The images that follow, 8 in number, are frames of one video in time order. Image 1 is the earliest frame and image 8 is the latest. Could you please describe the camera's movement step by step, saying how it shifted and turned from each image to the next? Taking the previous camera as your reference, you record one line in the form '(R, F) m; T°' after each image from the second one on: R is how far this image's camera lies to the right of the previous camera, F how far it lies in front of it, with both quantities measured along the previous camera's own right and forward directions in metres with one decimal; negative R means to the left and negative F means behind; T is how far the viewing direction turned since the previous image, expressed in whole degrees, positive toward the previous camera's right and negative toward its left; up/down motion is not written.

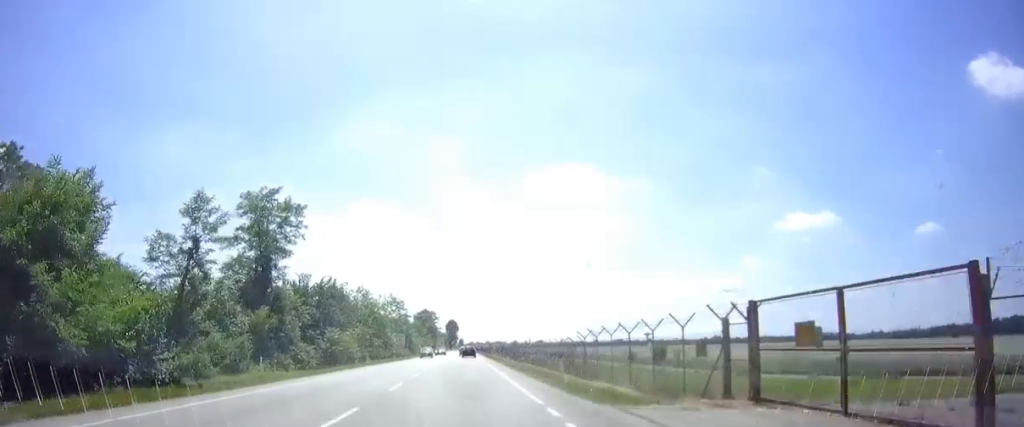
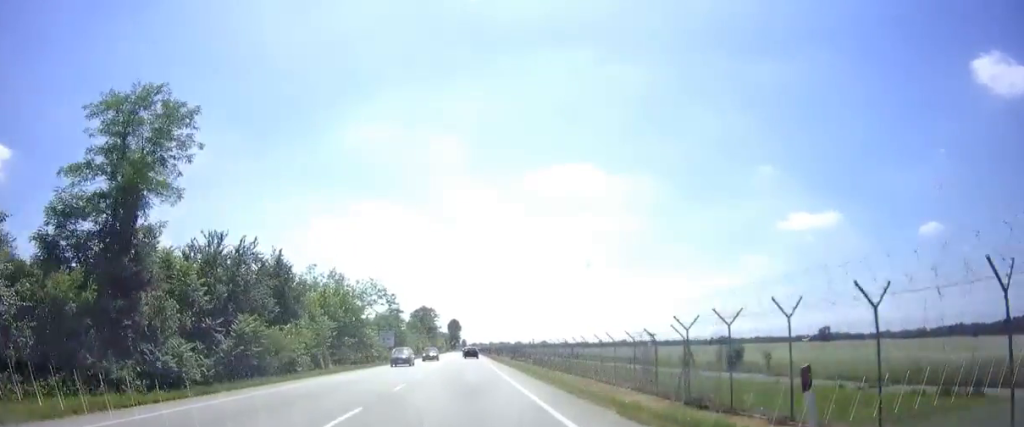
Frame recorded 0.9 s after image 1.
(-0.1, +16.2) m; -1°
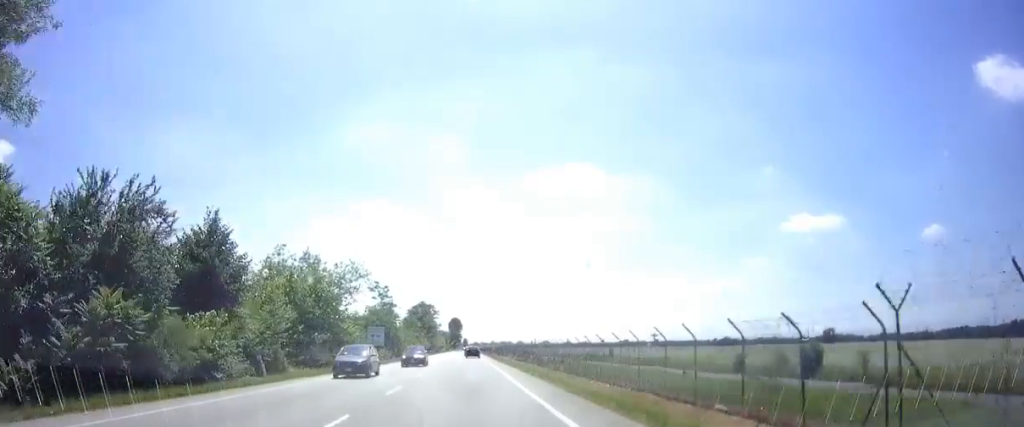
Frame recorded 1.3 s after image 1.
(-0.2, +8.7) m; 0°
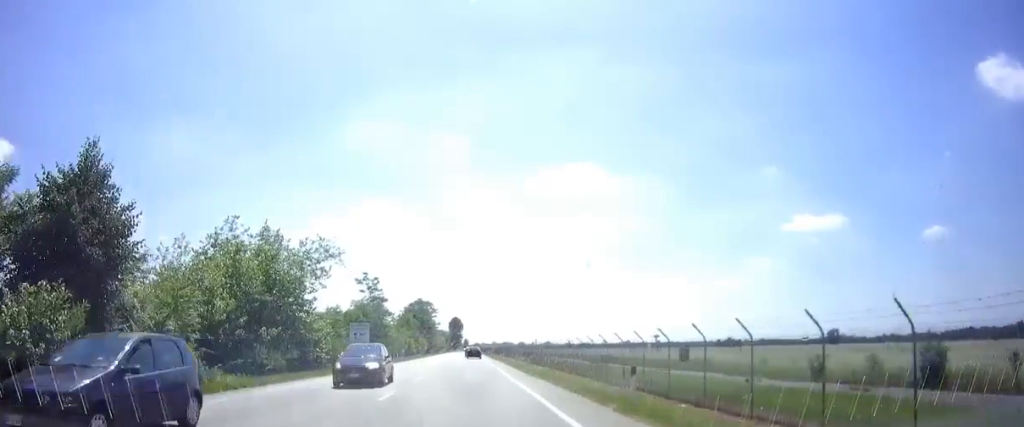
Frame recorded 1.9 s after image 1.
(0.0, +10.0) m; 0°
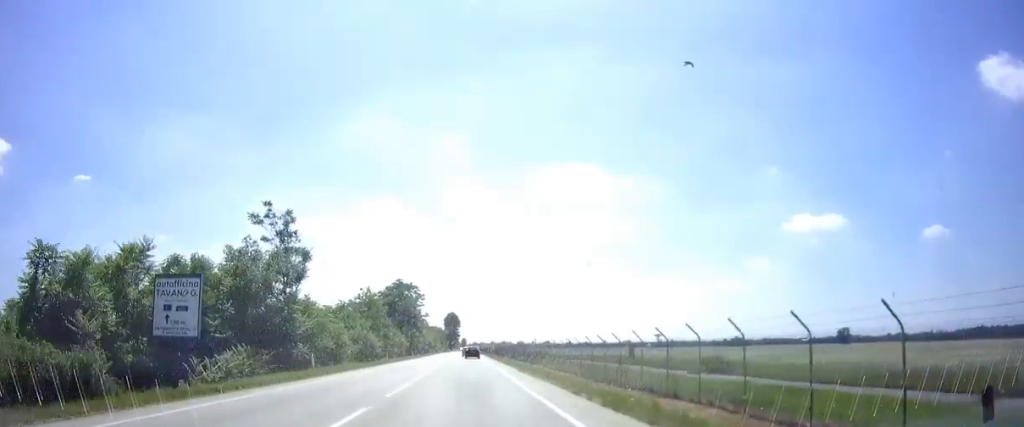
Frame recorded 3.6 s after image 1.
(+0.4, +31.8) m; 0°
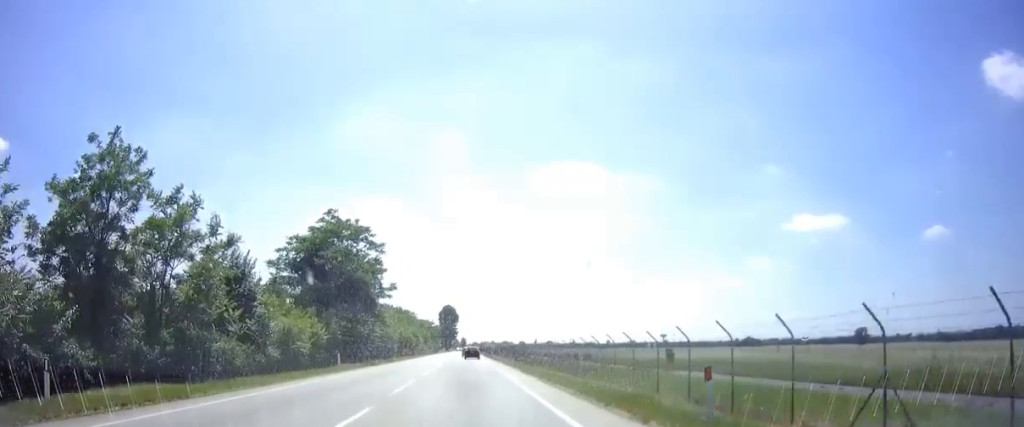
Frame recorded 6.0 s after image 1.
(0.0, +44.8) m; +1°
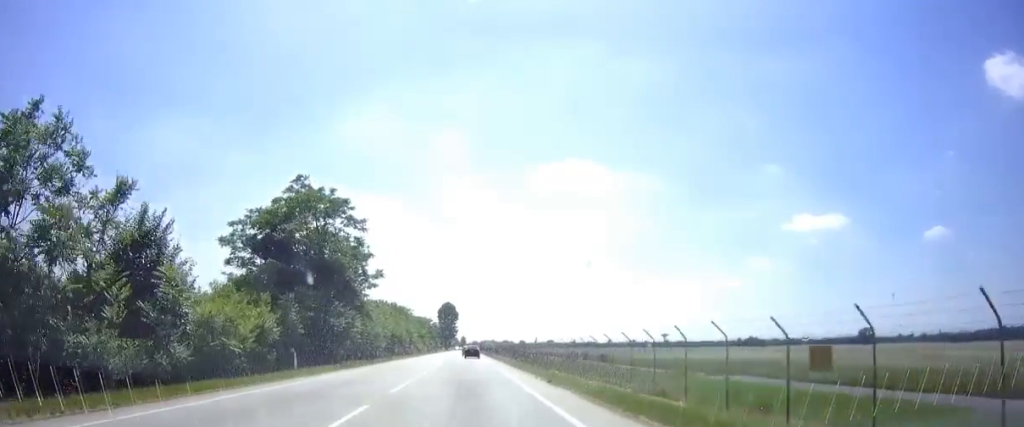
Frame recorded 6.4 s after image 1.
(+0.1, +8.7) m; 0°
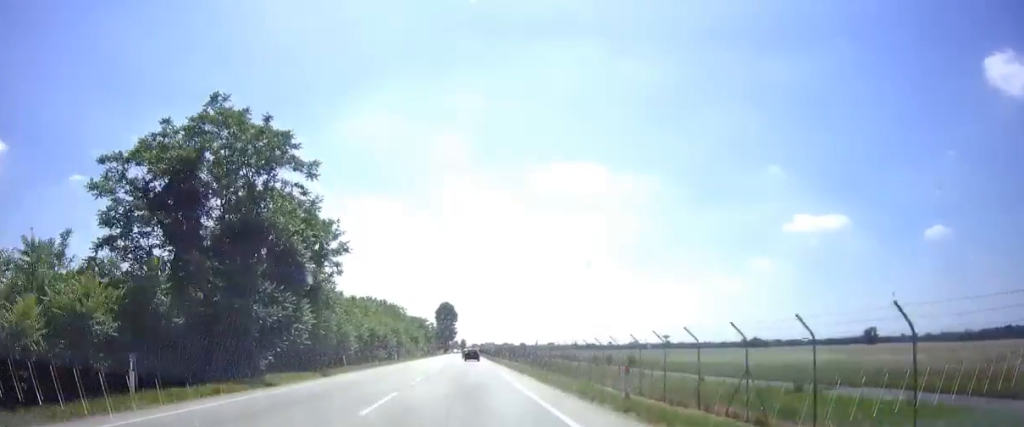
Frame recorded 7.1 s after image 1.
(-0.1, +13.1) m; 0°
